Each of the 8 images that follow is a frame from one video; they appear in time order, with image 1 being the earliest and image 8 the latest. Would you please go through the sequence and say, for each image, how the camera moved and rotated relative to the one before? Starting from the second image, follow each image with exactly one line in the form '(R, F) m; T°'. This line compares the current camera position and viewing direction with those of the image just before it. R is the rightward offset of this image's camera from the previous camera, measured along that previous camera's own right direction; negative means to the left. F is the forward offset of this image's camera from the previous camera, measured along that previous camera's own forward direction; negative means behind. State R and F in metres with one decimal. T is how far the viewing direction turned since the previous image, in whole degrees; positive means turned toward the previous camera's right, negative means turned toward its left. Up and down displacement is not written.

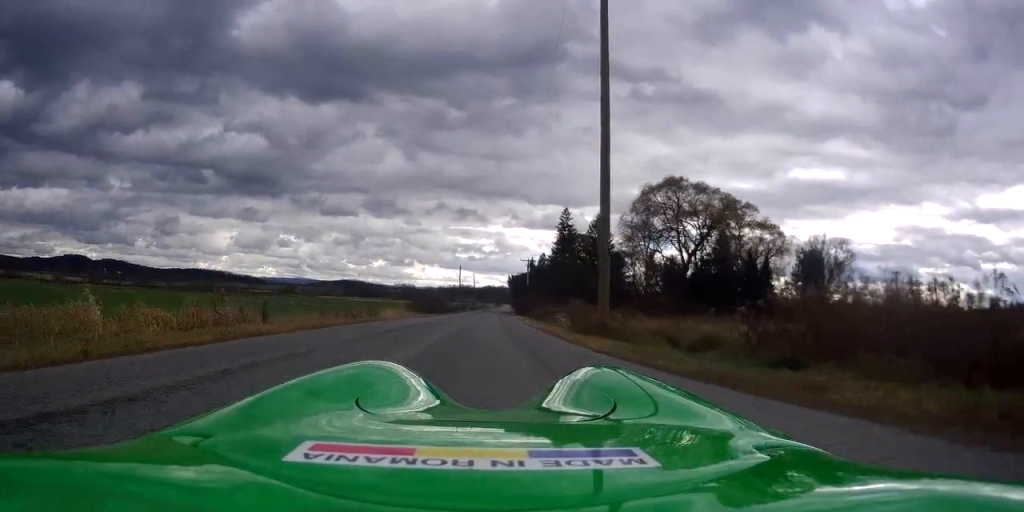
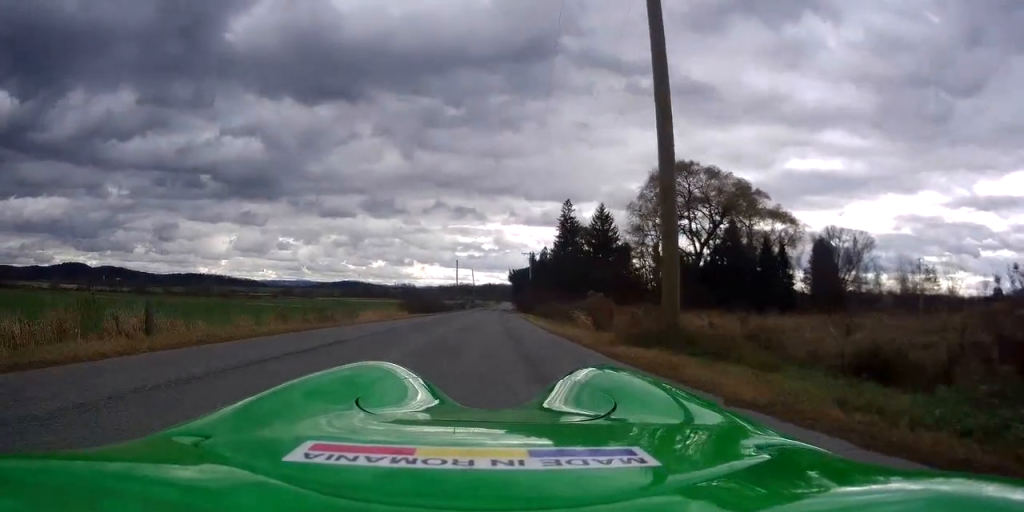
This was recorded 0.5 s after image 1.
(0.0, +6.5) m; -1°
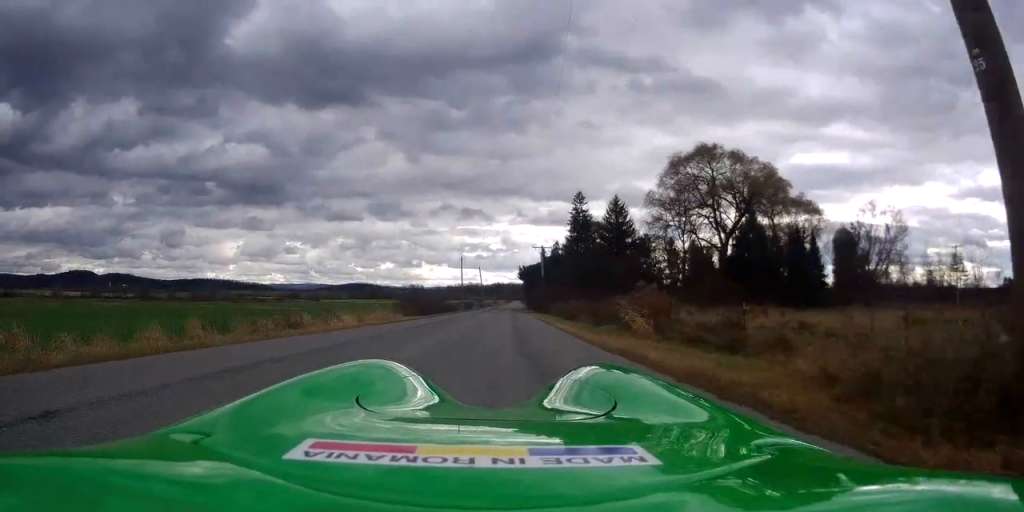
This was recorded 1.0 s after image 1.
(-0.2, +7.6) m; 0°
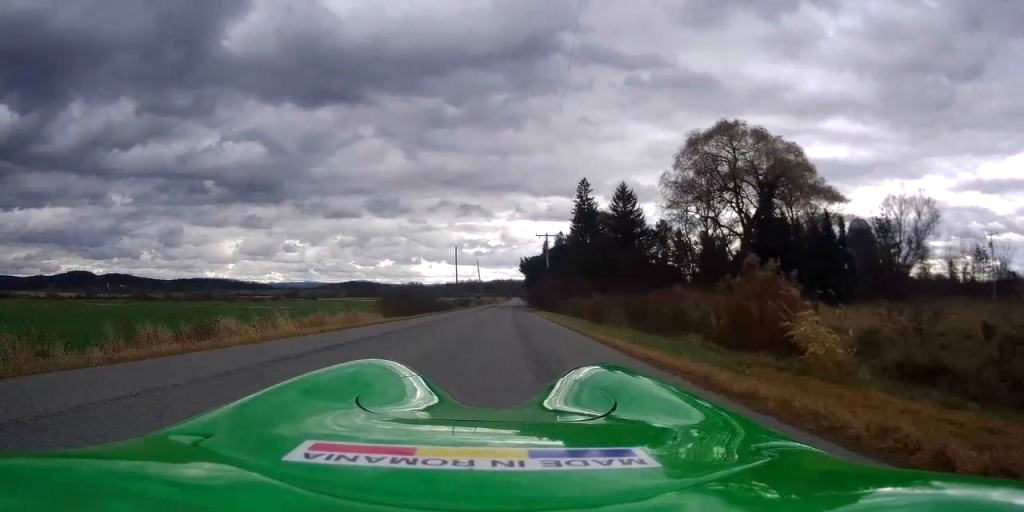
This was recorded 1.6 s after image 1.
(0.0, +8.2) m; 0°
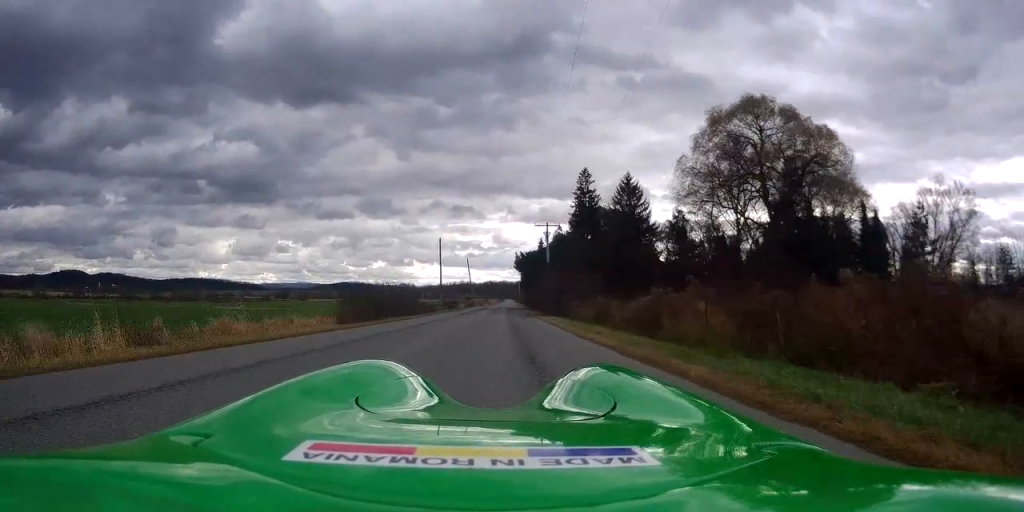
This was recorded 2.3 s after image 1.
(+0.2, +10.1) m; 0°
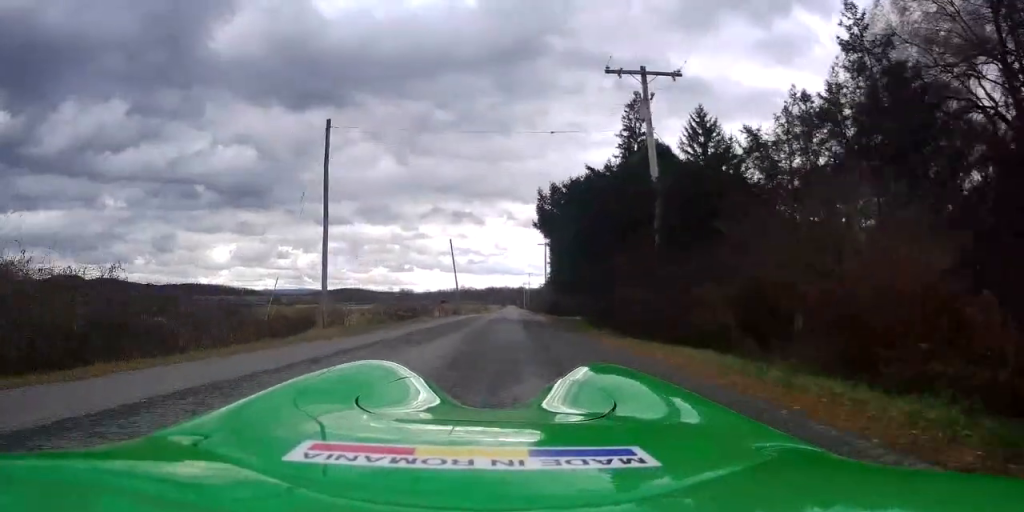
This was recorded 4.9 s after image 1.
(-0.1, +37.3) m; -1°
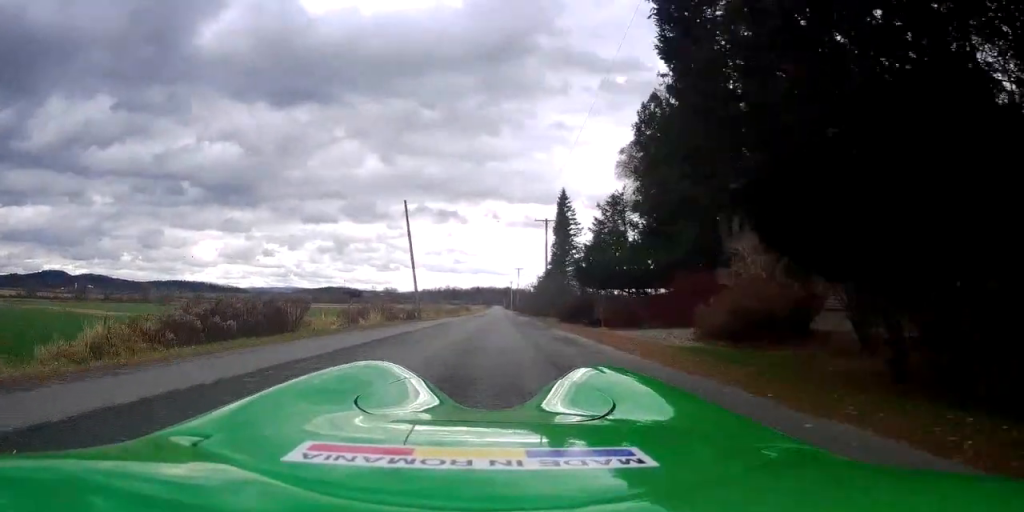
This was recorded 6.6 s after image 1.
(-0.5, +24.2) m; -3°
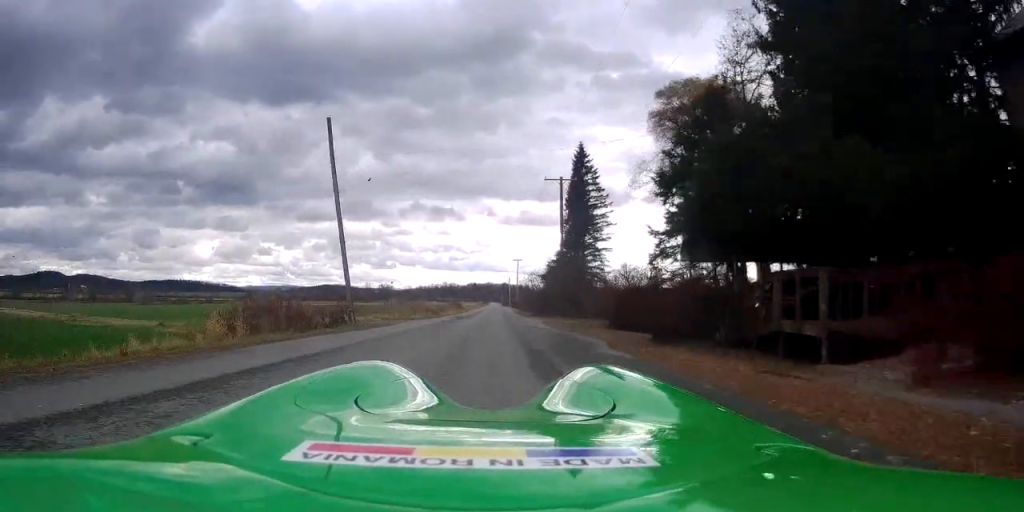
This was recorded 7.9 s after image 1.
(+0.1, +18.5) m; +3°
